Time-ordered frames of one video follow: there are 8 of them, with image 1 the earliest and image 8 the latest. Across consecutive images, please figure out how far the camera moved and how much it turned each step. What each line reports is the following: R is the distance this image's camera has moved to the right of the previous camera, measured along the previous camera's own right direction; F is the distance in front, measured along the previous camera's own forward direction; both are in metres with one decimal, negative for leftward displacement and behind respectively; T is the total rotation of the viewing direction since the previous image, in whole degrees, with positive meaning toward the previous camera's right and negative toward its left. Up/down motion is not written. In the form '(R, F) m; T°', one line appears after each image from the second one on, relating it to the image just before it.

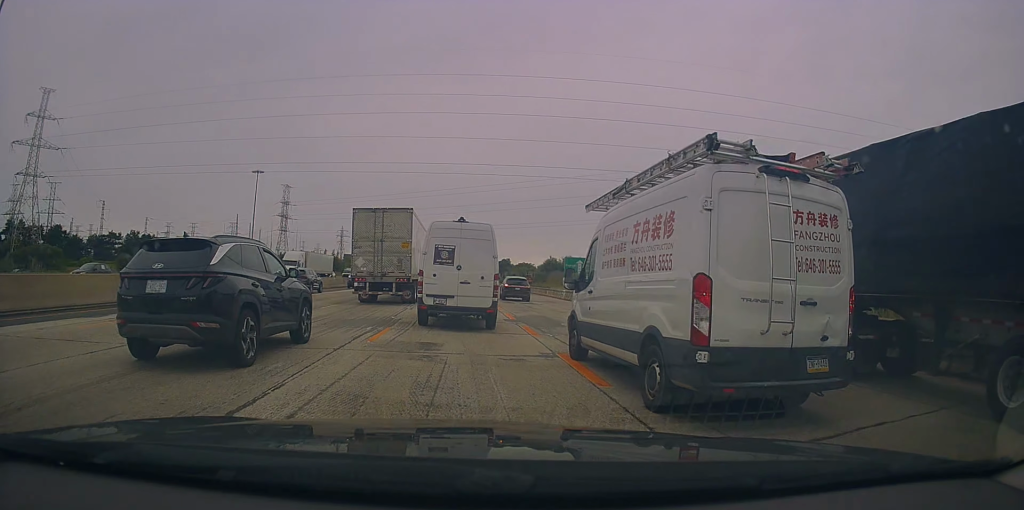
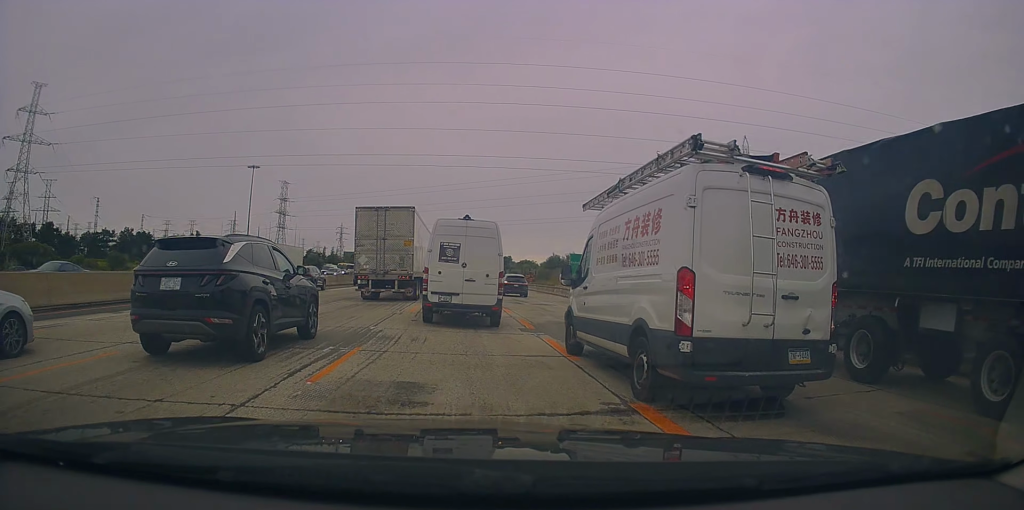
(0.0, +4.1) m; 0°
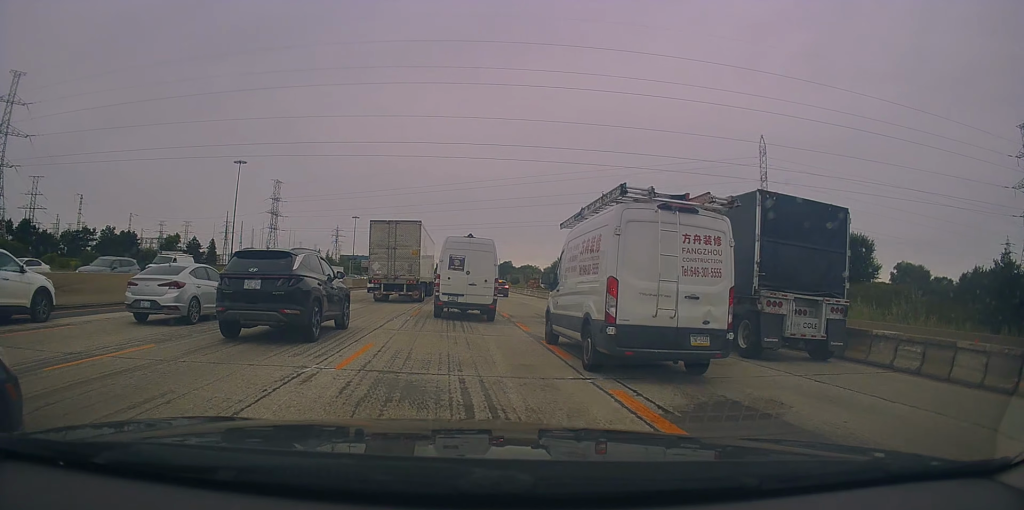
(+0.4, +11.4) m; 0°
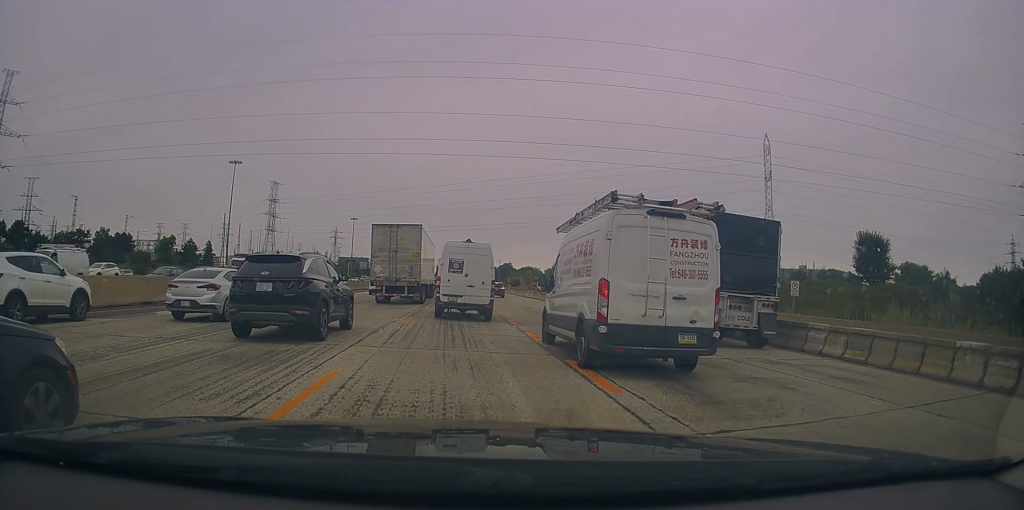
(-0.2, +3.0) m; -1°
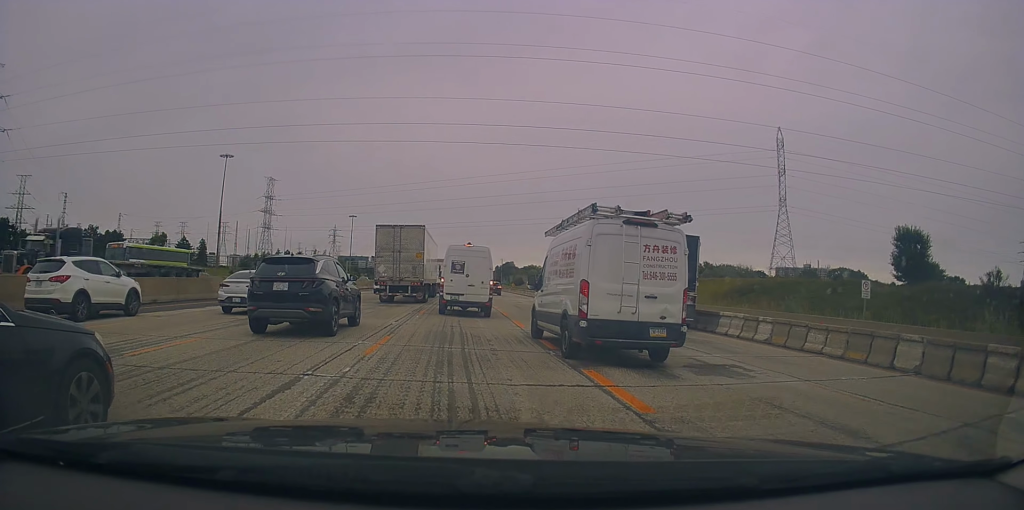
(-0.2, +6.8) m; 0°
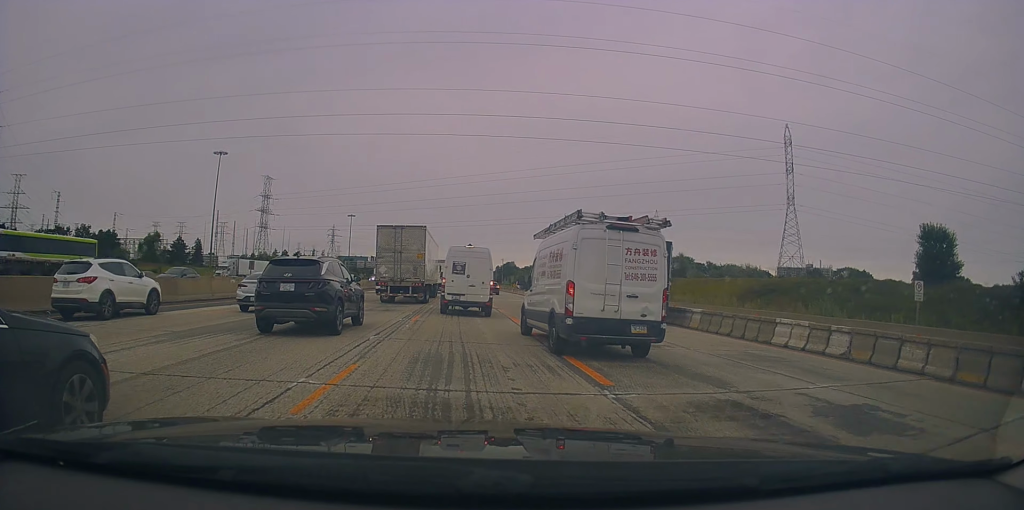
(-0.1, +4.1) m; +2°
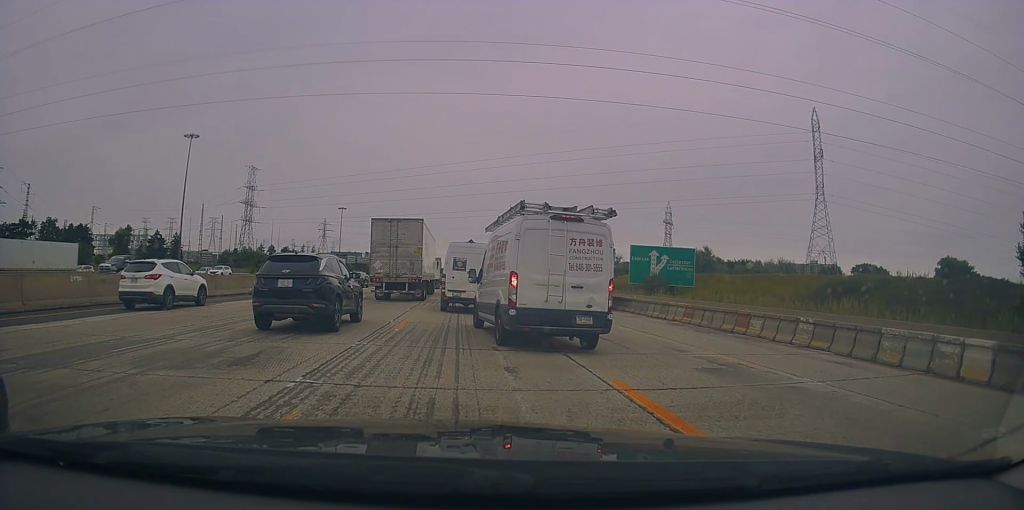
(+1.2, +15.2) m; +3°
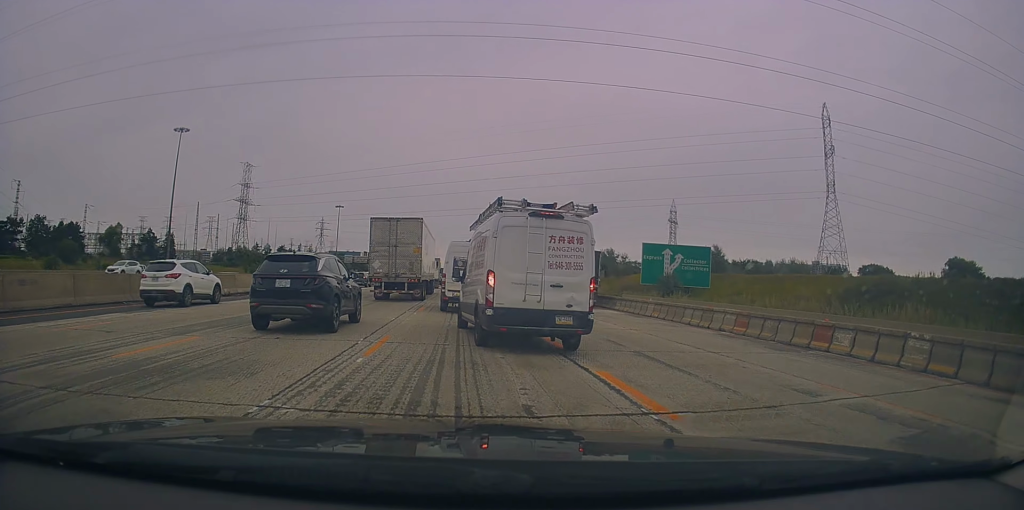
(-0.2, +5.0) m; -3°
